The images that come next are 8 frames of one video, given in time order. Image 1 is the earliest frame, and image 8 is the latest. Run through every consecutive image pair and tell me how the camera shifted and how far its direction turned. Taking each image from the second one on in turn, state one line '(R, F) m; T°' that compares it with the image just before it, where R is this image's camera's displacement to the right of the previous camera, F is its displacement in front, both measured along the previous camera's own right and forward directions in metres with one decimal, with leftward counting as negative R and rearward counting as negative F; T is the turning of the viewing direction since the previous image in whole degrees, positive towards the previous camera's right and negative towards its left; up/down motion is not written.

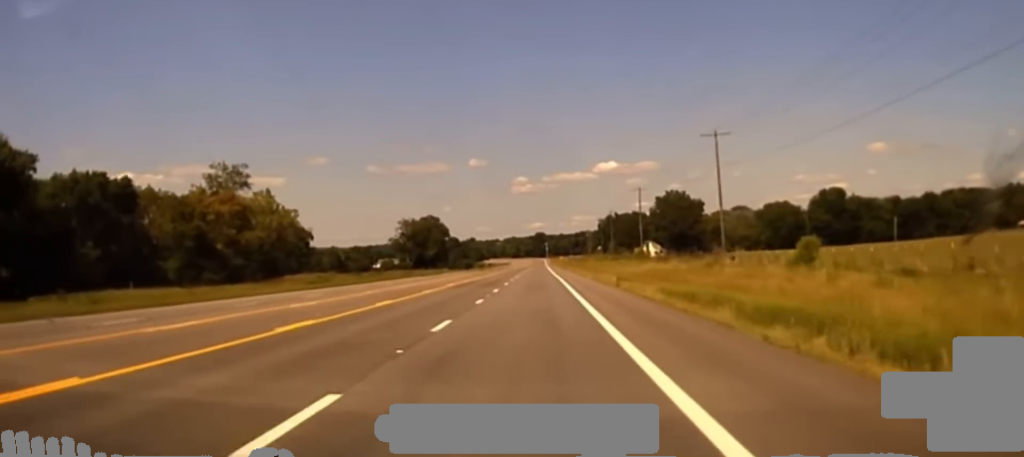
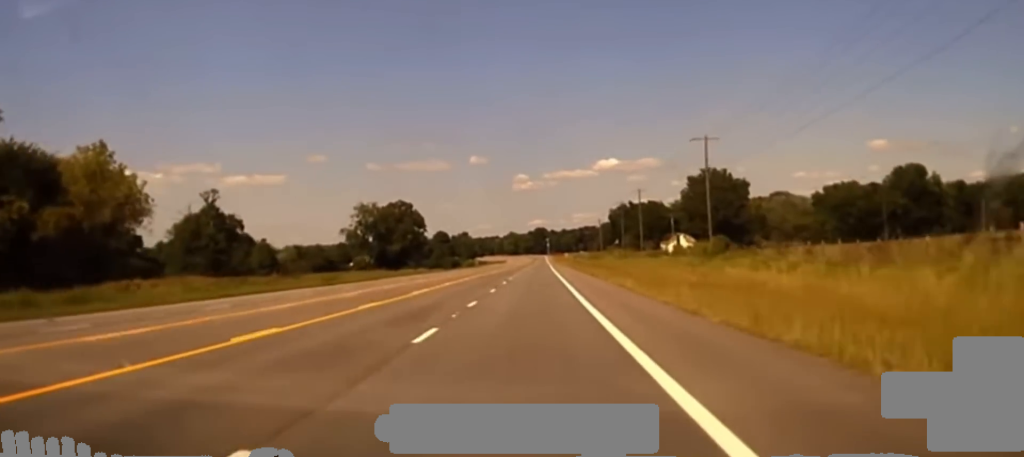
(-0.3, +58.4) m; 0°
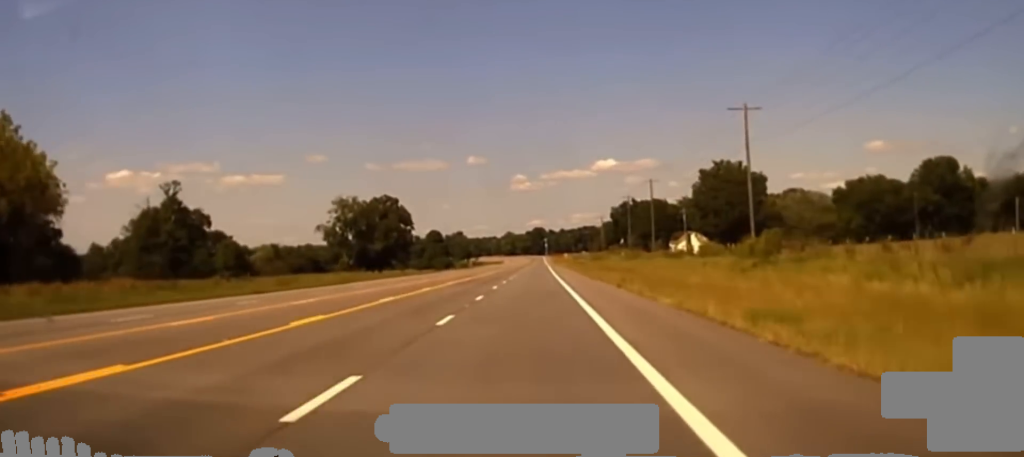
(+0.1, +17.2) m; 0°
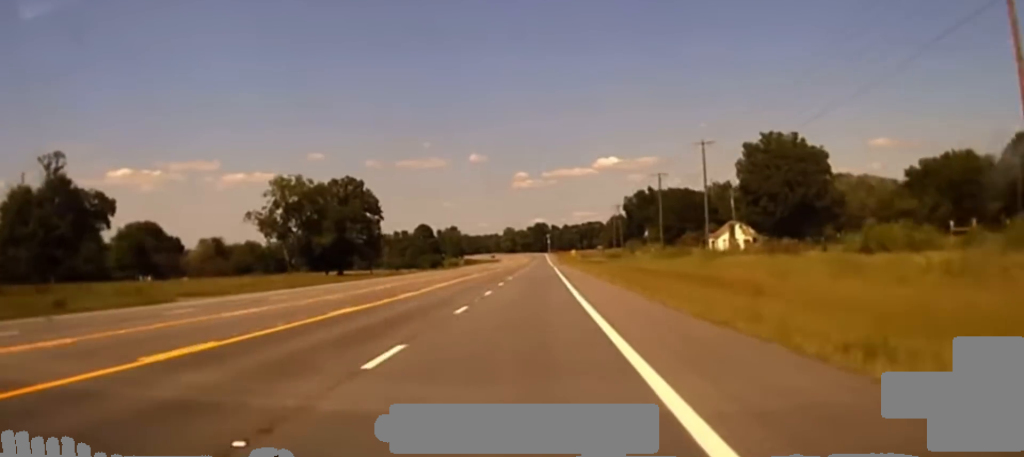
(0.0, +40.5) m; 0°
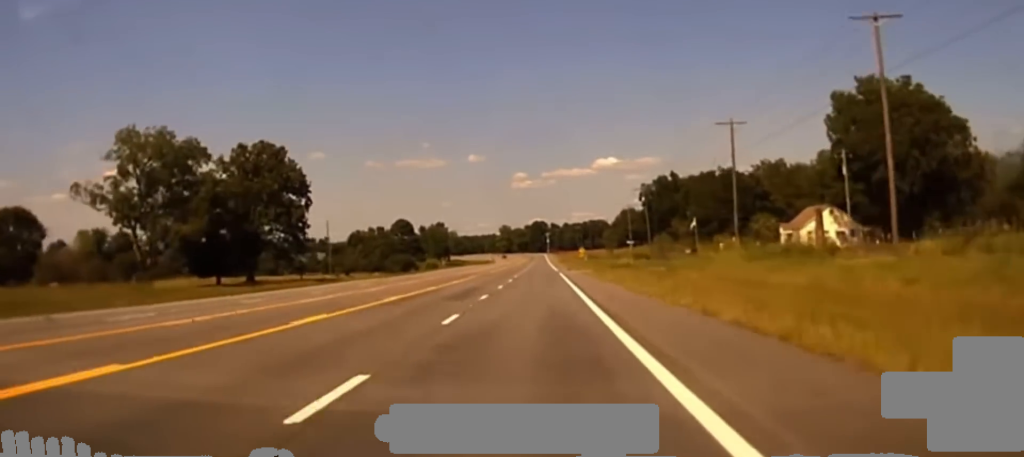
(0.0, +55.1) m; 0°
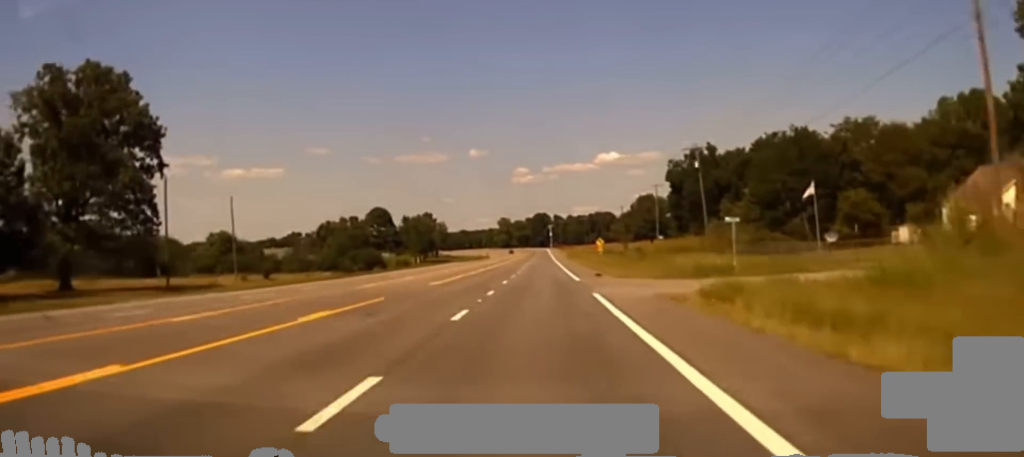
(0.0, +56.6) m; 0°
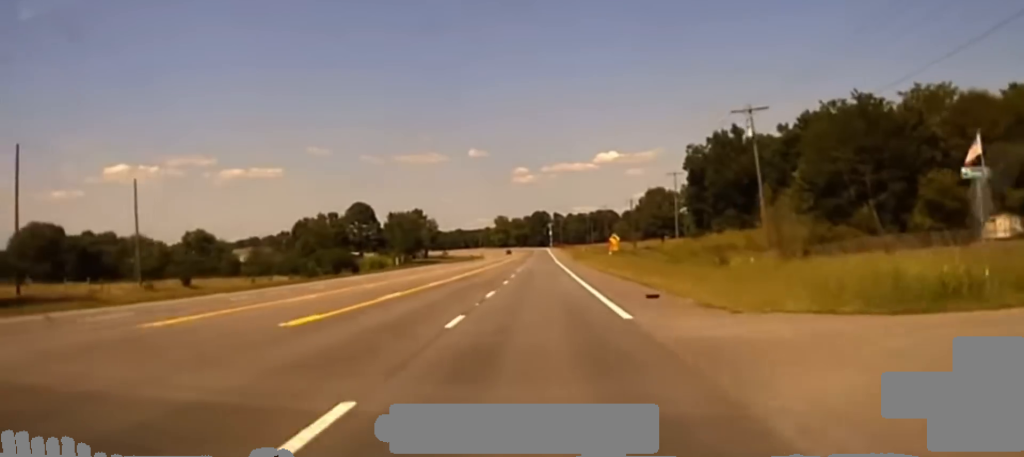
(0.0, +28.1) m; 0°
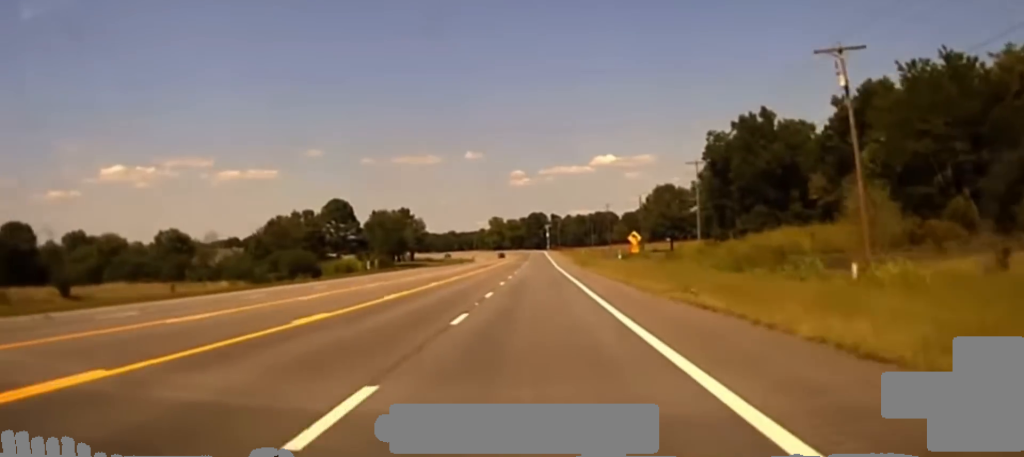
(0.0, +24.0) m; 0°
